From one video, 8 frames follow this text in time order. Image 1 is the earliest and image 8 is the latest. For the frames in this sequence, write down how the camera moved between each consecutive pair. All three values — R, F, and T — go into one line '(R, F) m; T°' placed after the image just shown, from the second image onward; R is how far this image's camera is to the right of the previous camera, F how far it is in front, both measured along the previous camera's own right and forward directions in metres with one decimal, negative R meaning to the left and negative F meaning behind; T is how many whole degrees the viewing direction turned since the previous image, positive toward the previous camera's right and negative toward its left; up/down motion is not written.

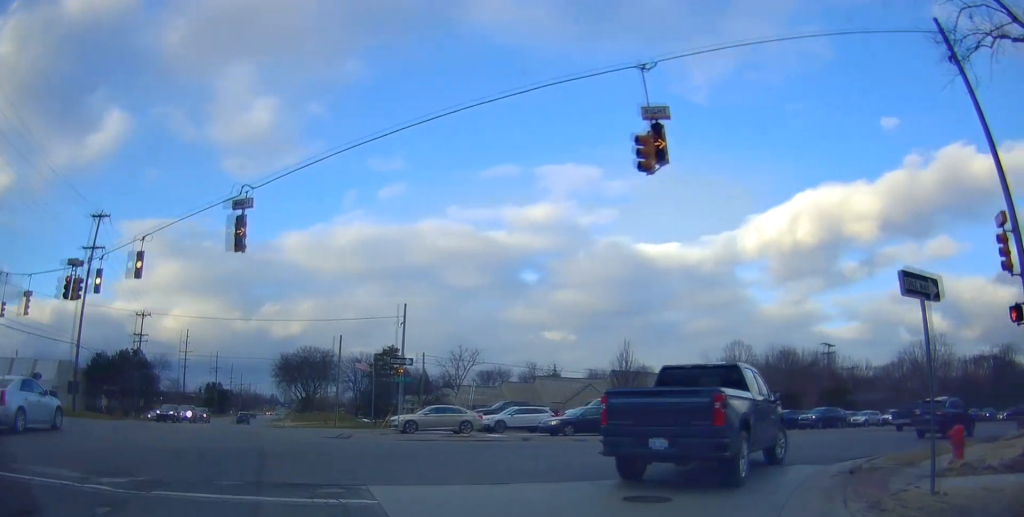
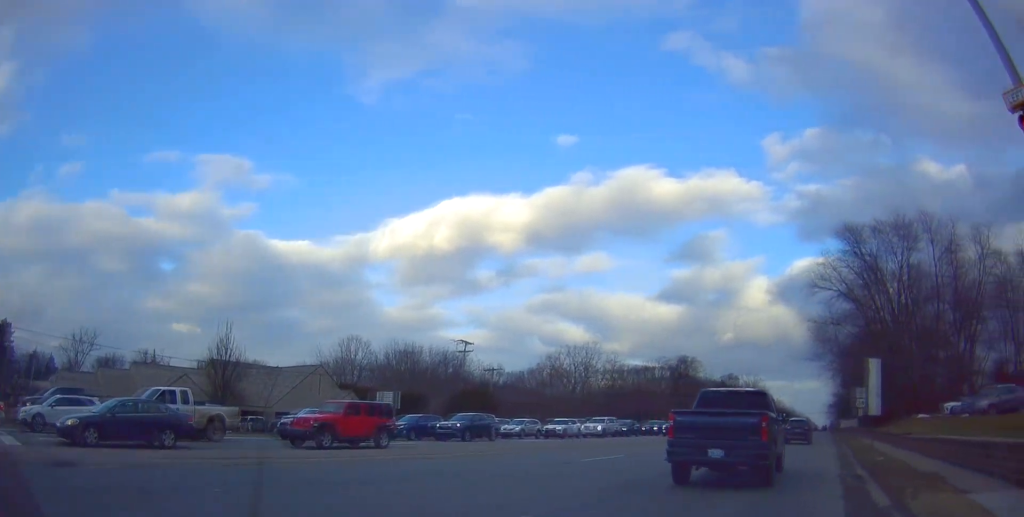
(+3.3, +13.2) m; +33°
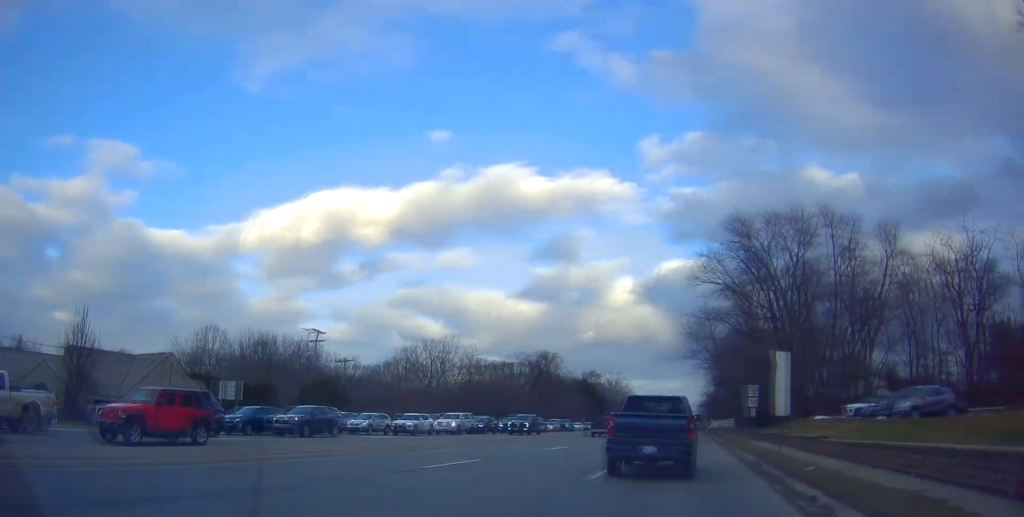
(-0.1, +4.1) m; +15°
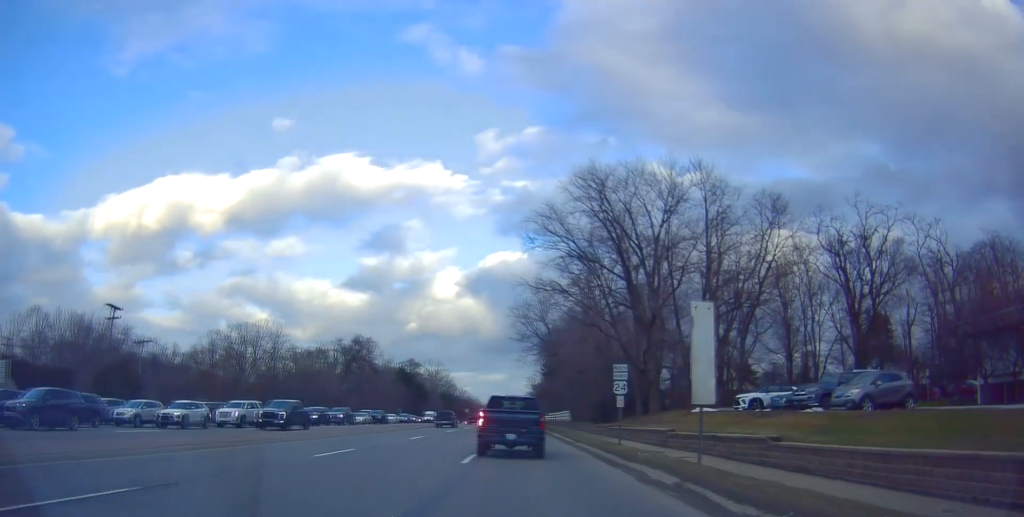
(+2.5, +8.9) m; +18°
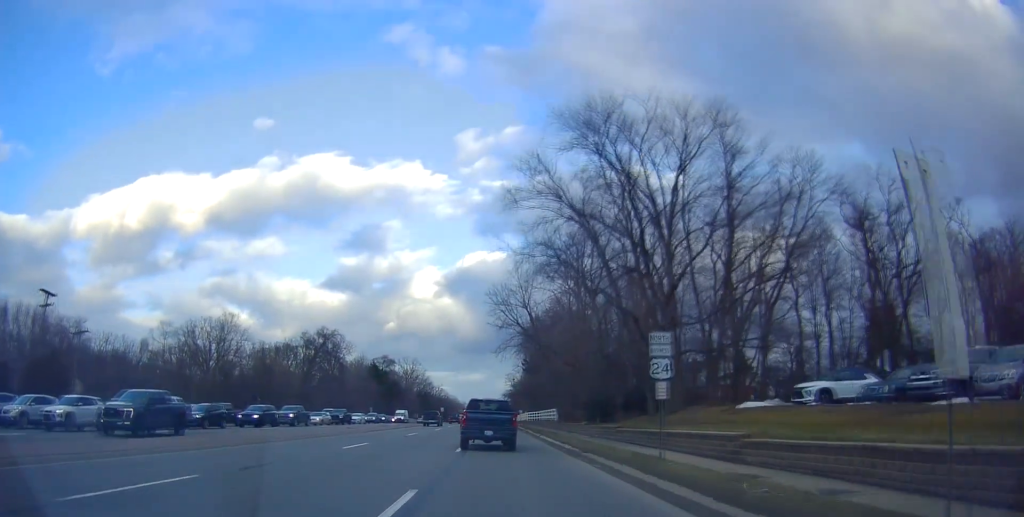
(+0.2, +9.0) m; +4°
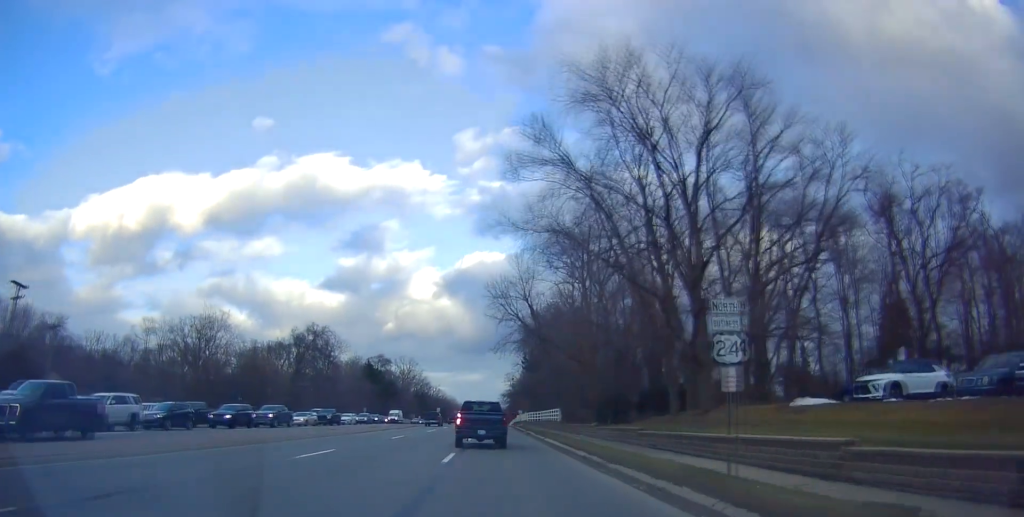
(+0.2, +4.9) m; +1°
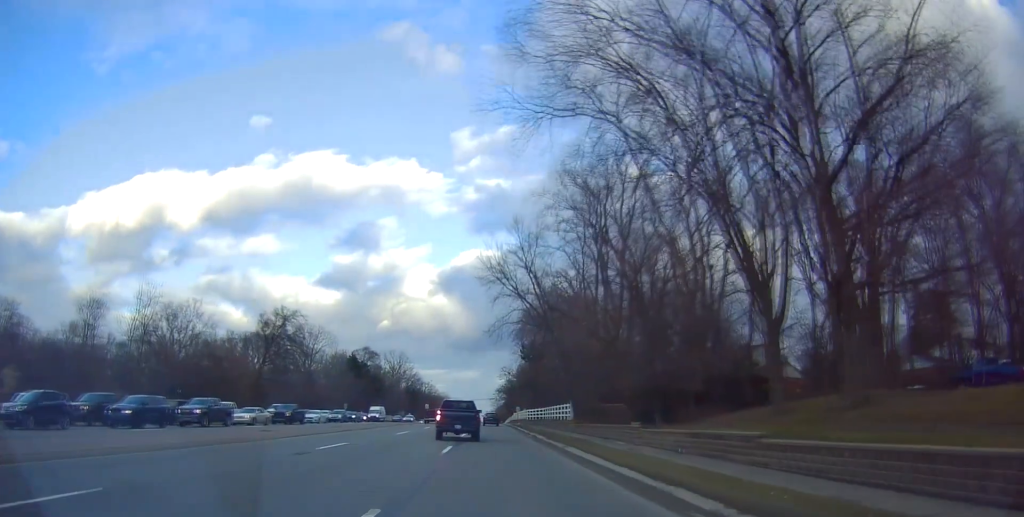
(+0.3, +12.2) m; +1°
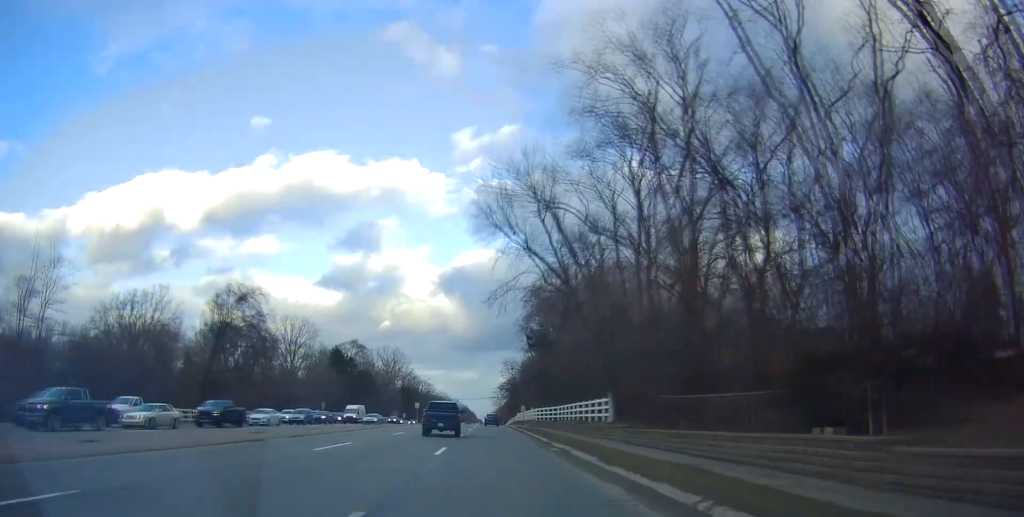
(0.0, +15.8) m; -1°
